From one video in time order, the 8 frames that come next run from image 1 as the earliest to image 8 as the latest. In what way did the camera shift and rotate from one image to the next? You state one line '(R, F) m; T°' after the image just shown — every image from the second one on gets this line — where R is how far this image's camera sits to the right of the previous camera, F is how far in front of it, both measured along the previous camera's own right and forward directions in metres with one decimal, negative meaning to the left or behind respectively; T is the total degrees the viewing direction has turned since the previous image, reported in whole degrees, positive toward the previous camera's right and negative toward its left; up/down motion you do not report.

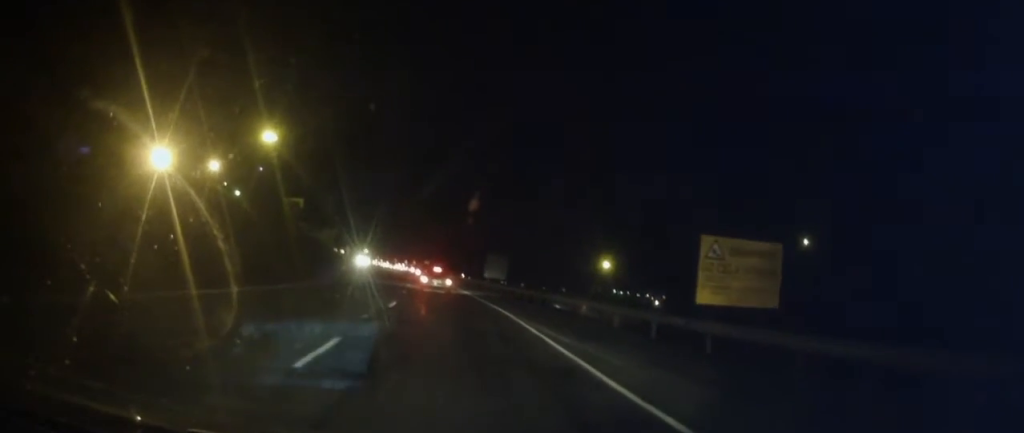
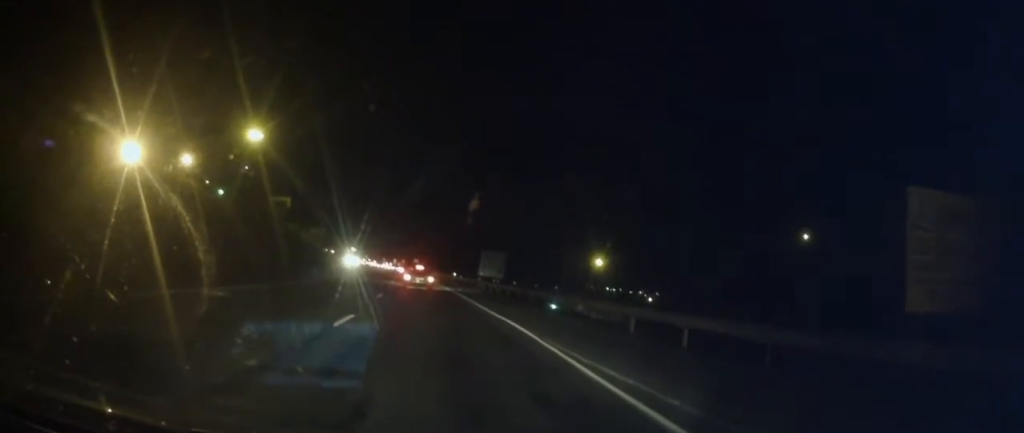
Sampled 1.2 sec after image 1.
(-0.1, +8.1) m; 0°
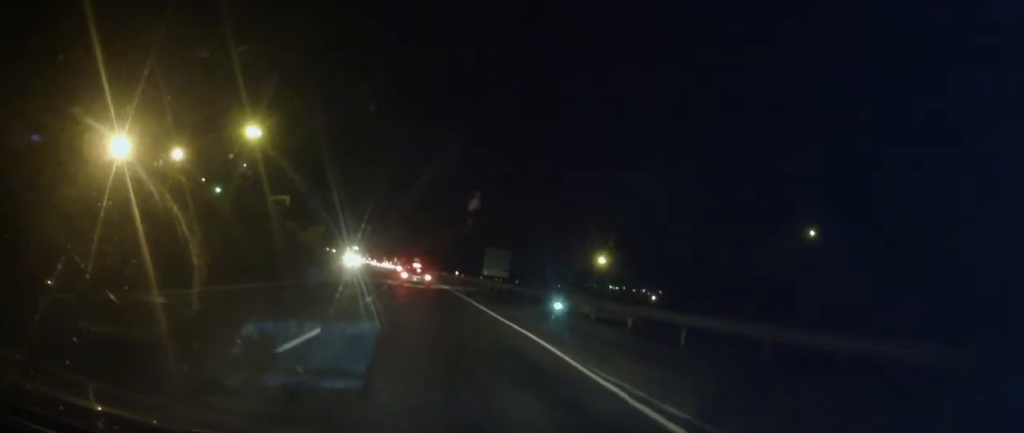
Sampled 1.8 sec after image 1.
(0.0, +4.0) m; 0°
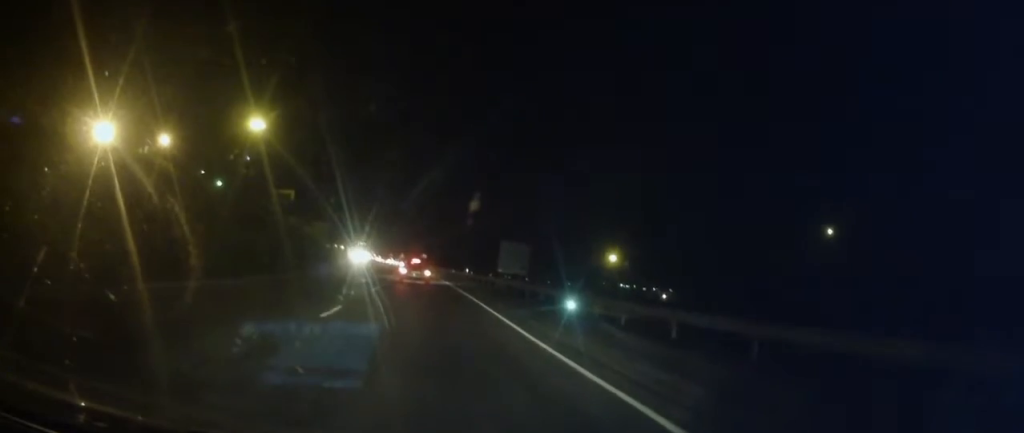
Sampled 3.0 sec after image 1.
(-0.2, +7.3) m; -3°
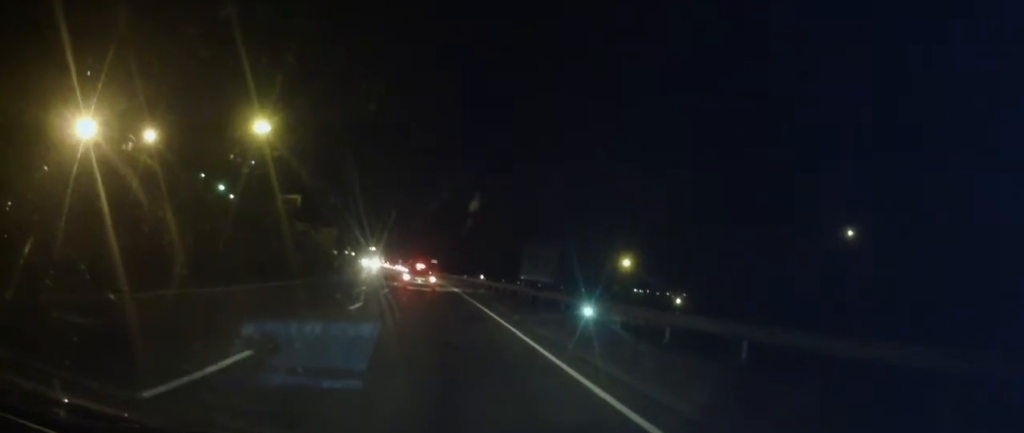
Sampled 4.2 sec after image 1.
(-0.3, +7.4) m; -2°
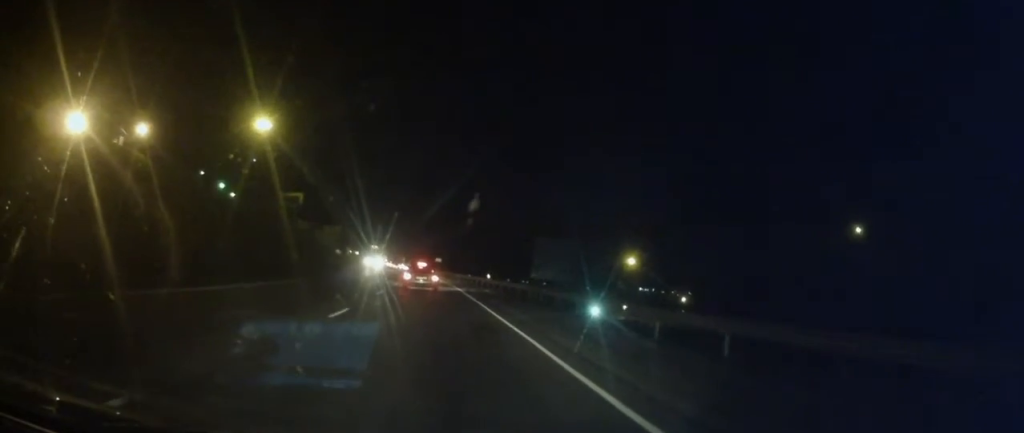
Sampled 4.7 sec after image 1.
(0.0, +3.2) m; +1°
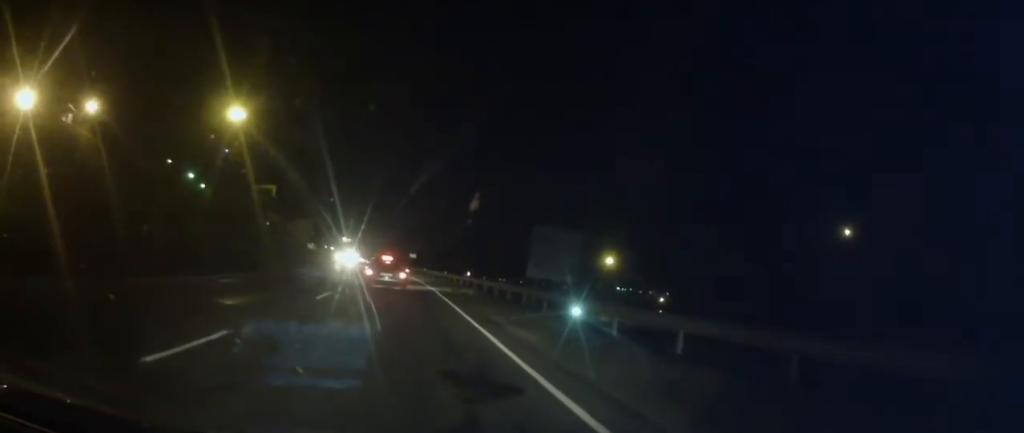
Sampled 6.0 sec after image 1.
(+0.4, +7.7) m; +2°
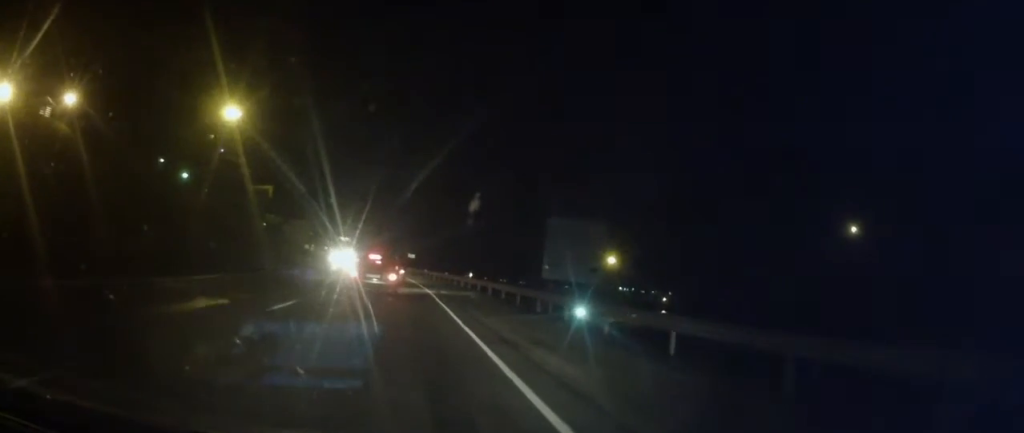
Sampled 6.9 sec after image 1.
(0.0, +4.8) m; 0°
